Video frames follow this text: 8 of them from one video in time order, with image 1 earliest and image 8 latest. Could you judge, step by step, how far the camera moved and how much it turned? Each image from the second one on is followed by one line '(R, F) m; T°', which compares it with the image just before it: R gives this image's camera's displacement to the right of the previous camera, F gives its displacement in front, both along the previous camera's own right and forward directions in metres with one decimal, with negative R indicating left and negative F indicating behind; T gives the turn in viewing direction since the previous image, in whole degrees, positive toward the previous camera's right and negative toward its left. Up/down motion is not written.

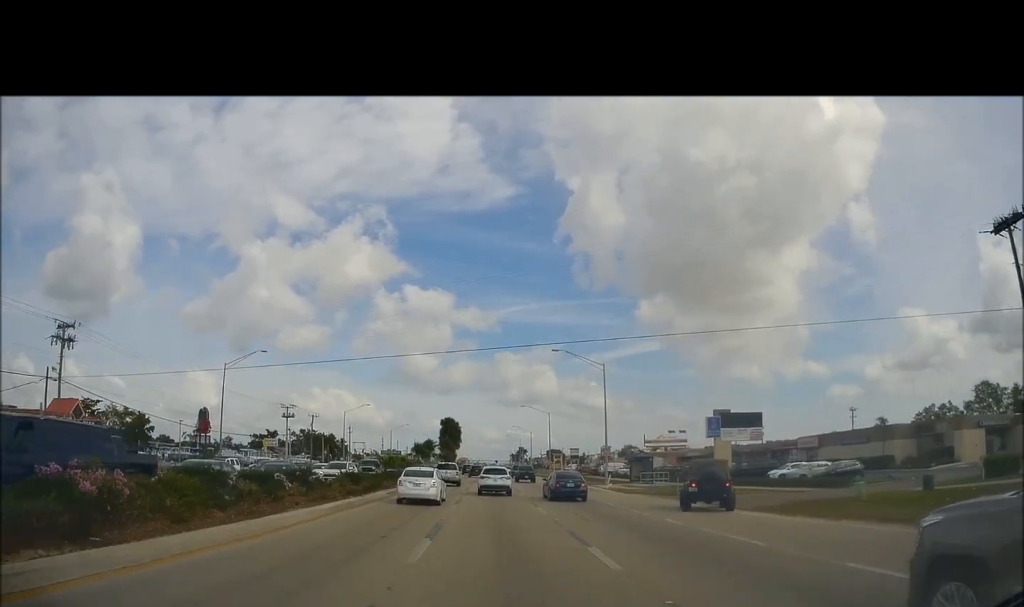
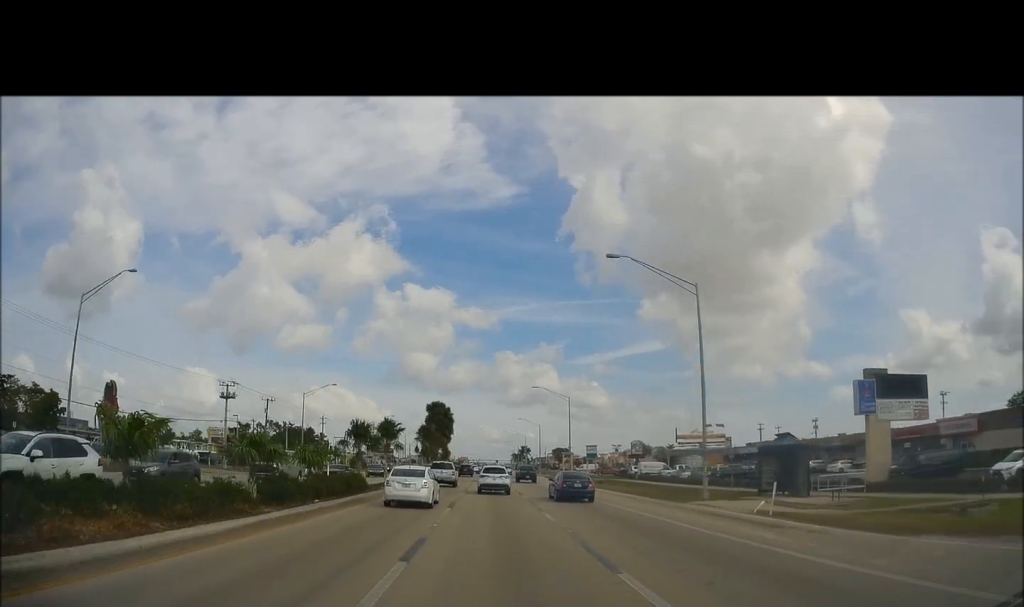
(+0.1, +26.6) m; +1°
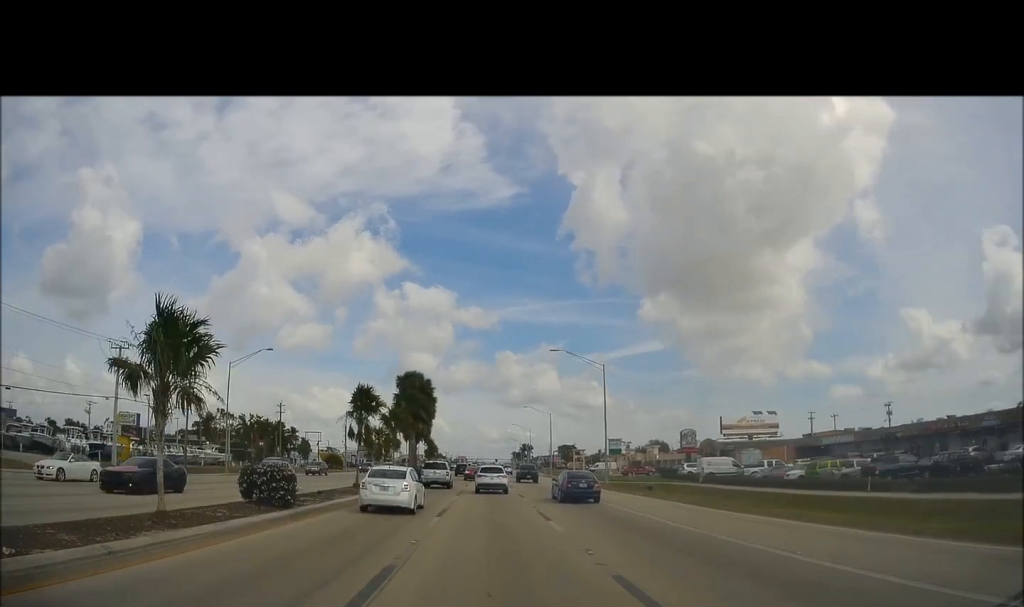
(-0.3, +27.2) m; -2°
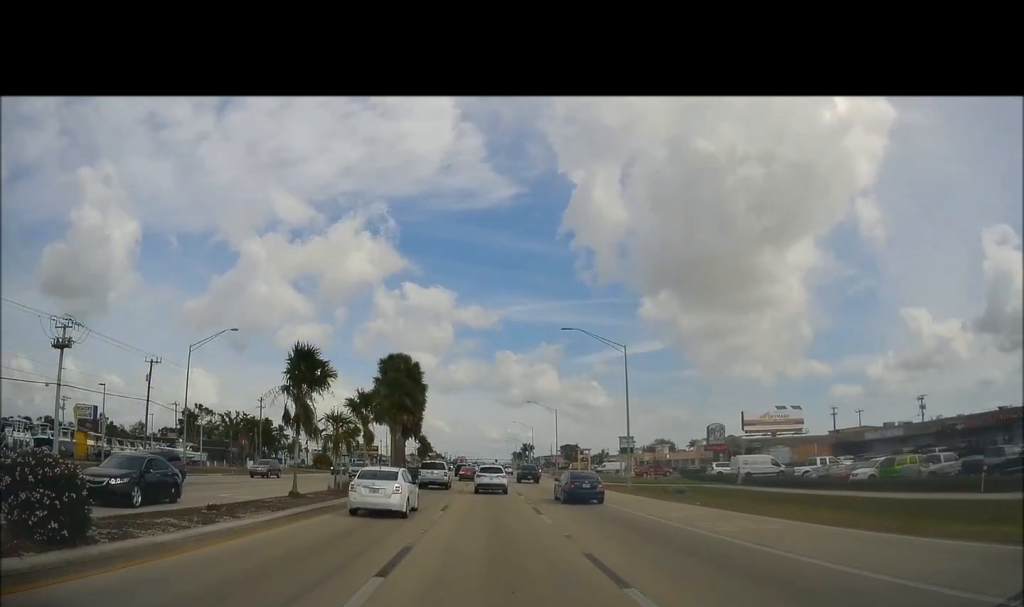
(-0.2, +9.6) m; -1°
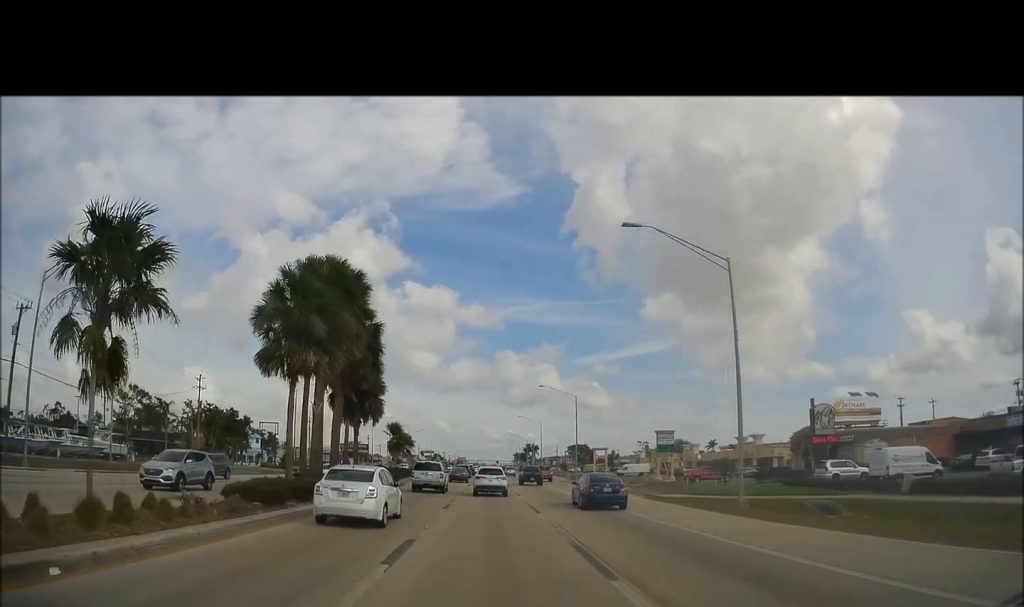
(+0.2, +22.9) m; +2°
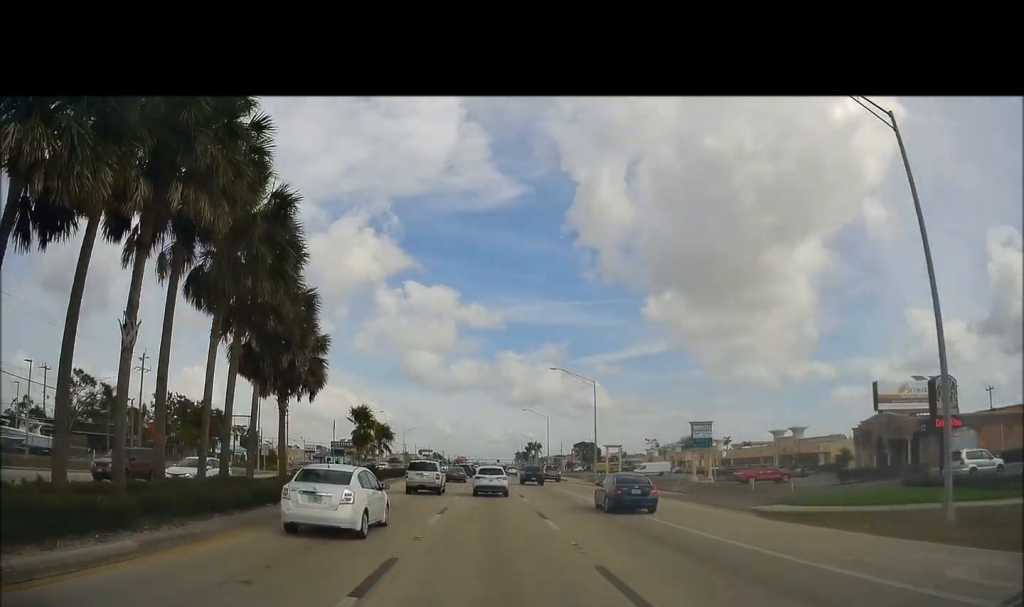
(+0.3, +14.5) m; +1°
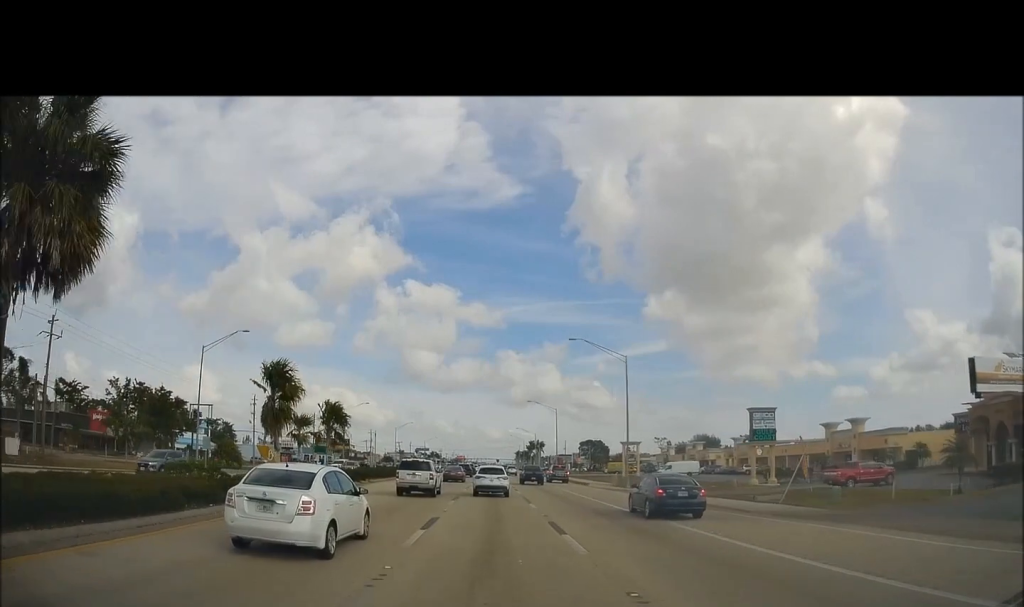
(0.0, +16.7) m; 0°
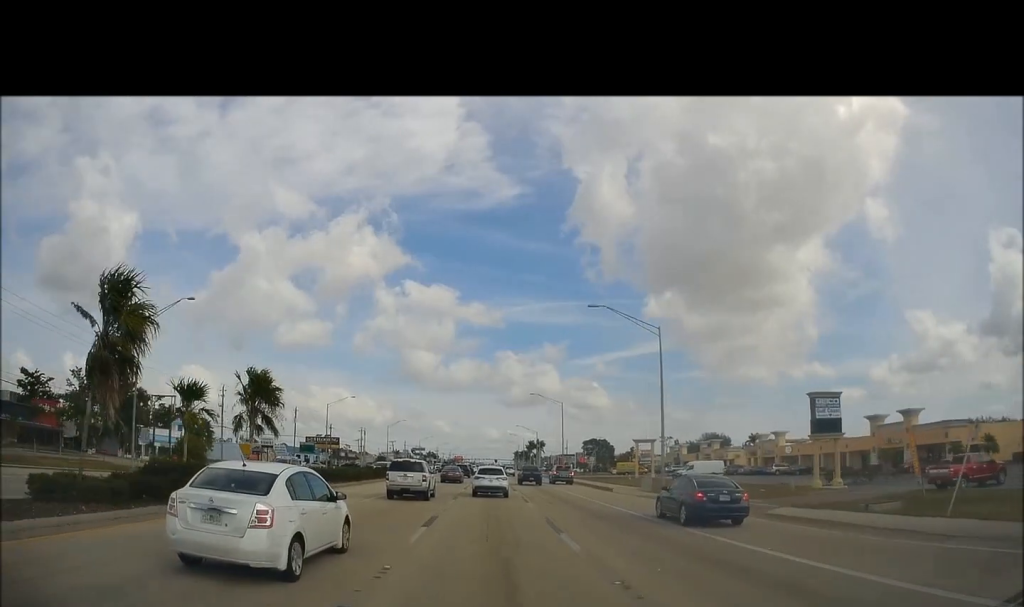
(0.0, +11.7) m; -1°
